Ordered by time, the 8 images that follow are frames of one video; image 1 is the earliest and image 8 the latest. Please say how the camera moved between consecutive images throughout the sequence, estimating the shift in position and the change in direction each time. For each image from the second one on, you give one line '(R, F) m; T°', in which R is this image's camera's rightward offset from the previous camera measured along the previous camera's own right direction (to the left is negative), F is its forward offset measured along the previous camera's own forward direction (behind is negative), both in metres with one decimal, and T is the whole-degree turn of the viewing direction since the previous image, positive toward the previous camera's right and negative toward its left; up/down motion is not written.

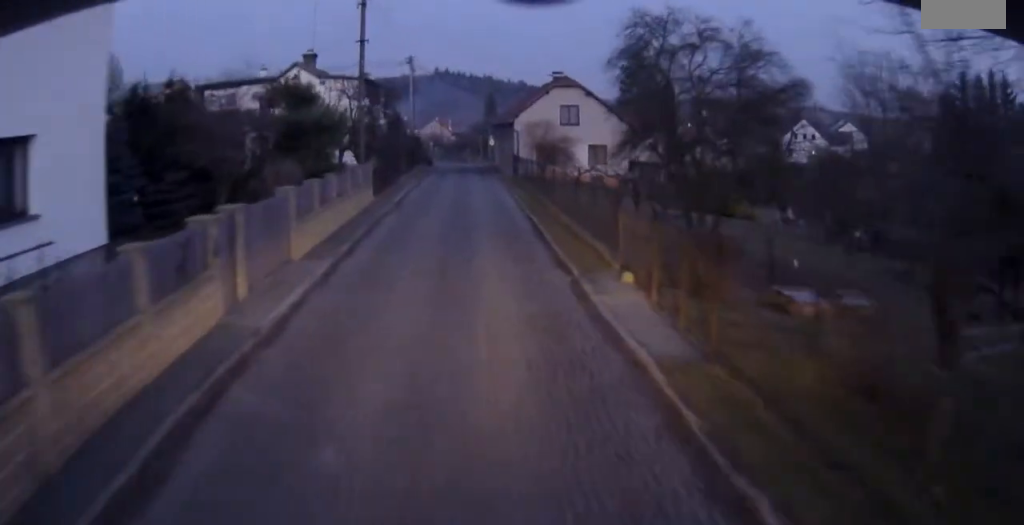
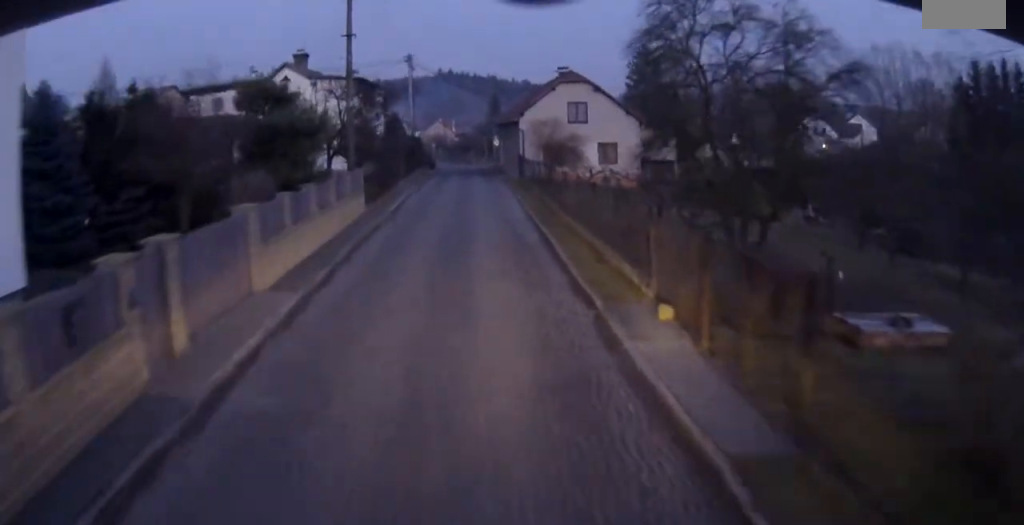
(0.0, +3.1) m; -1°
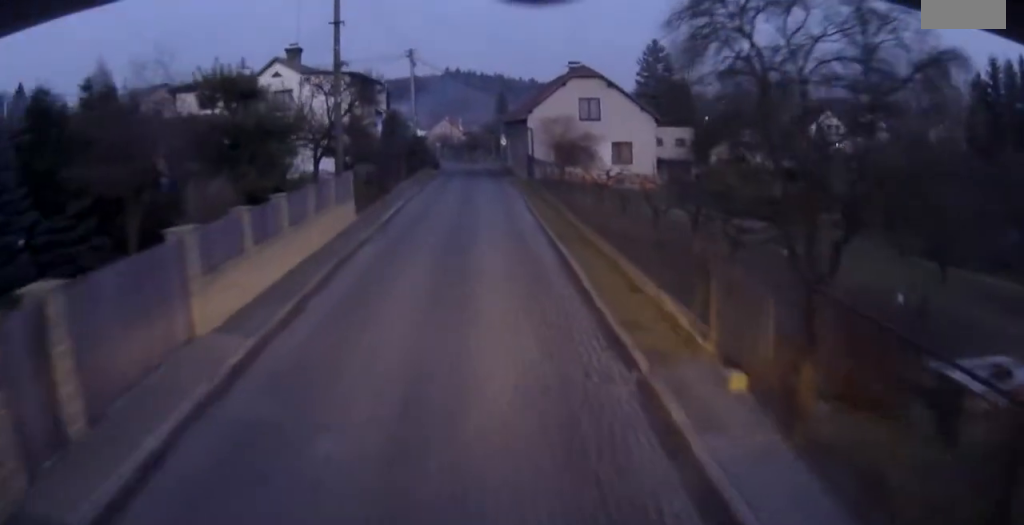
(0.0, +3.4) m; -1°
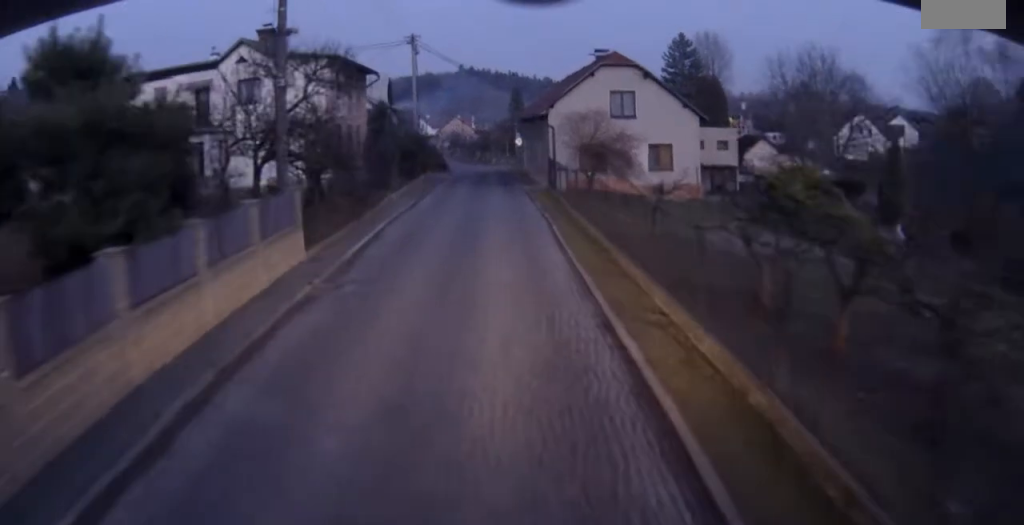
(-0.3, +8.4) m; 0°
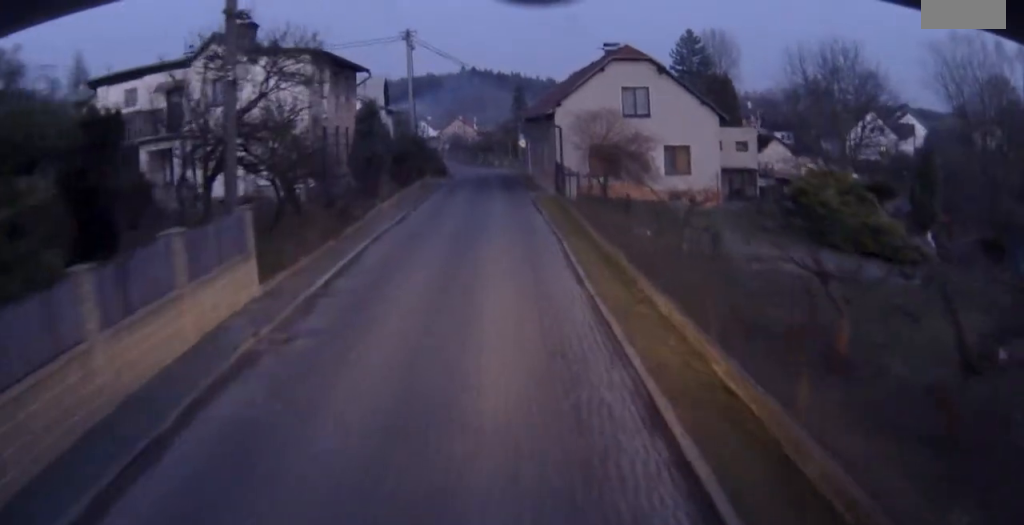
(+0.1, +3.6) m; +1°
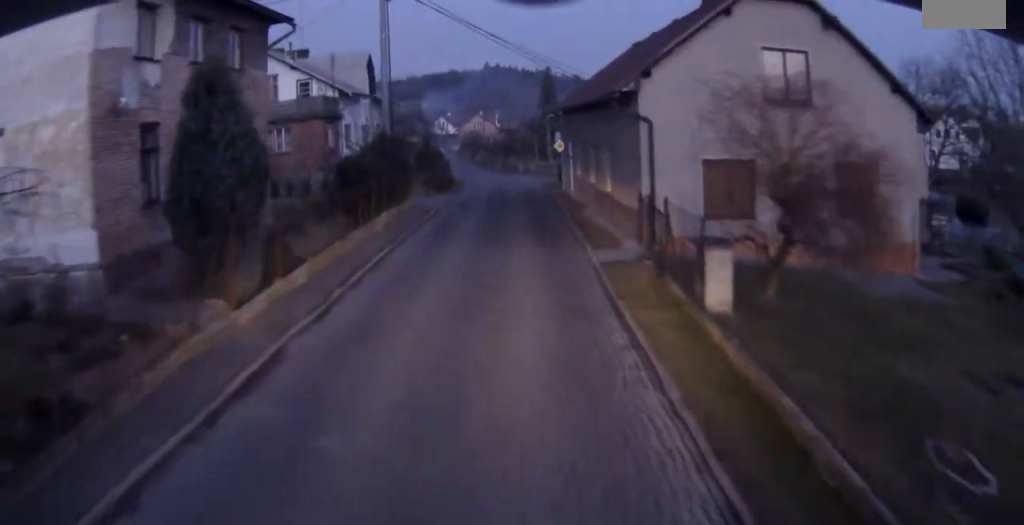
(+0.4, +18.3) m; +1°
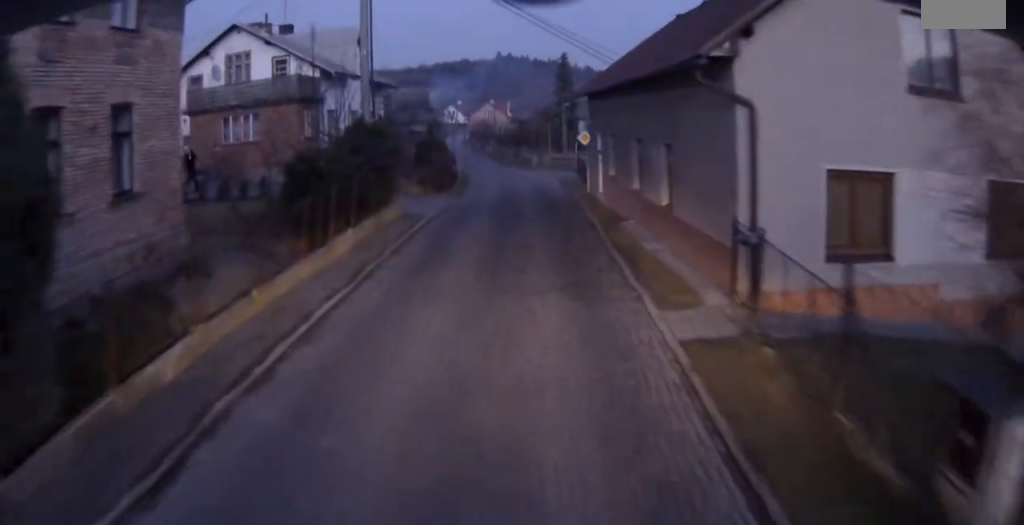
(-0.1, +7.1) m; -3°
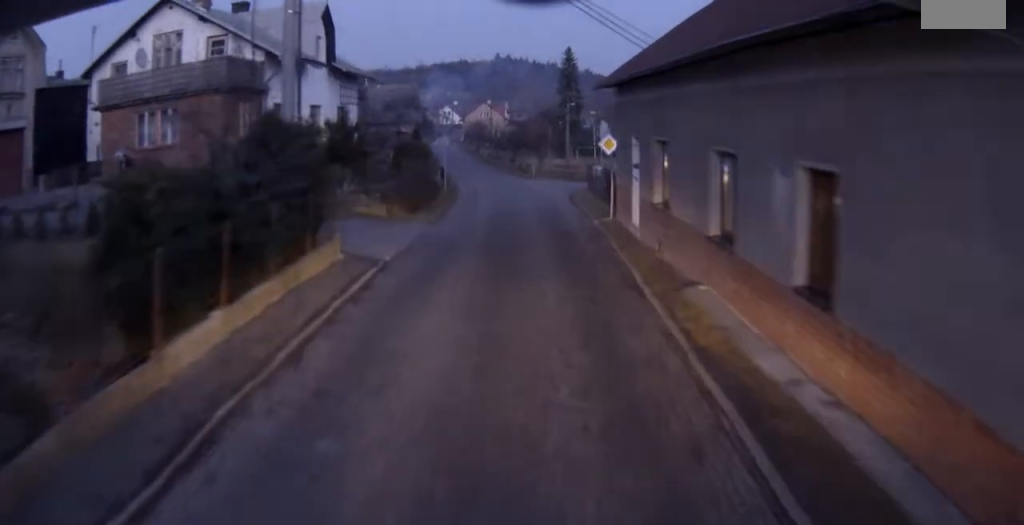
(-0.2, +8.5) m; -1°
